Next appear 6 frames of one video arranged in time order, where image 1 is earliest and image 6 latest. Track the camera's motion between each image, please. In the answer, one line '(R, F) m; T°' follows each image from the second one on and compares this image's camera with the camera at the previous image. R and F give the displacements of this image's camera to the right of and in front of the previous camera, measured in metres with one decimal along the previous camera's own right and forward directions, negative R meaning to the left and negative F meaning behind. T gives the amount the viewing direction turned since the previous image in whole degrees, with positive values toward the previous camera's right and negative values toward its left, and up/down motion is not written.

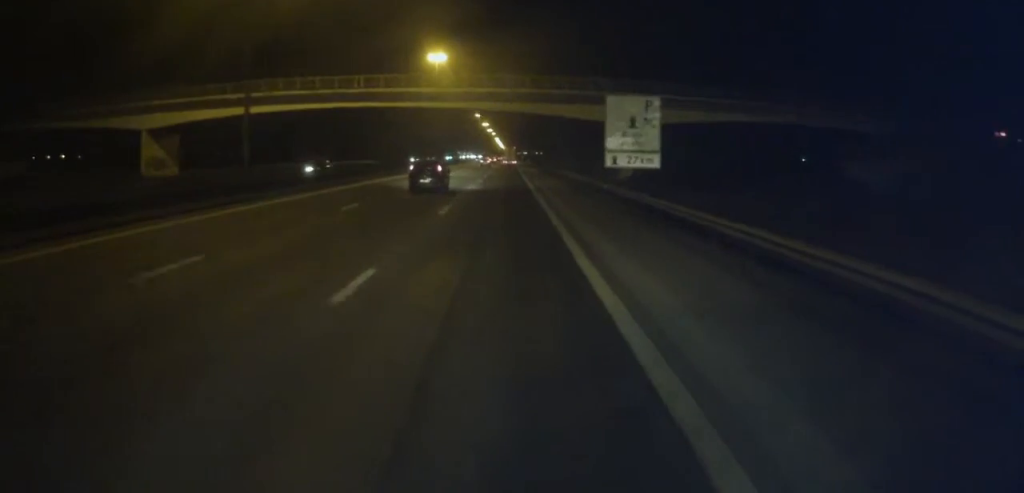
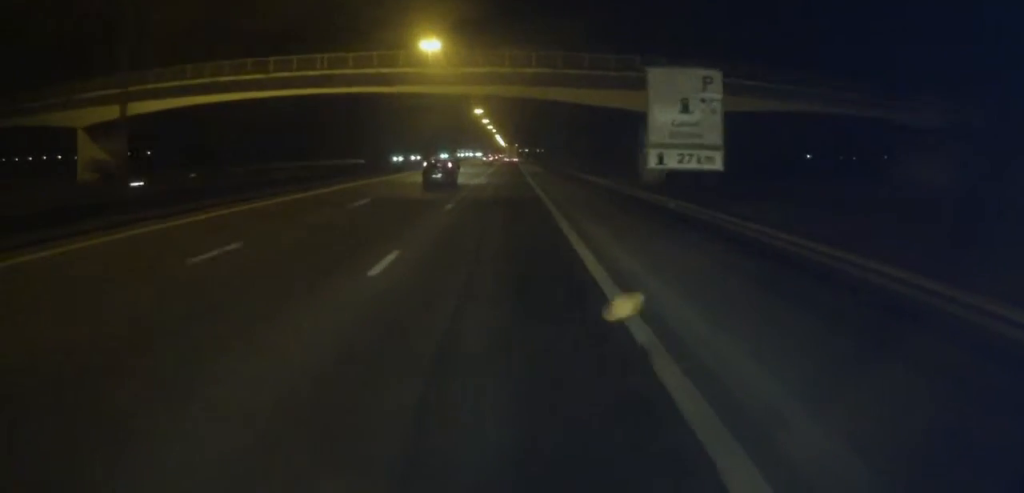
(-0.1, +11.7) m; -1°
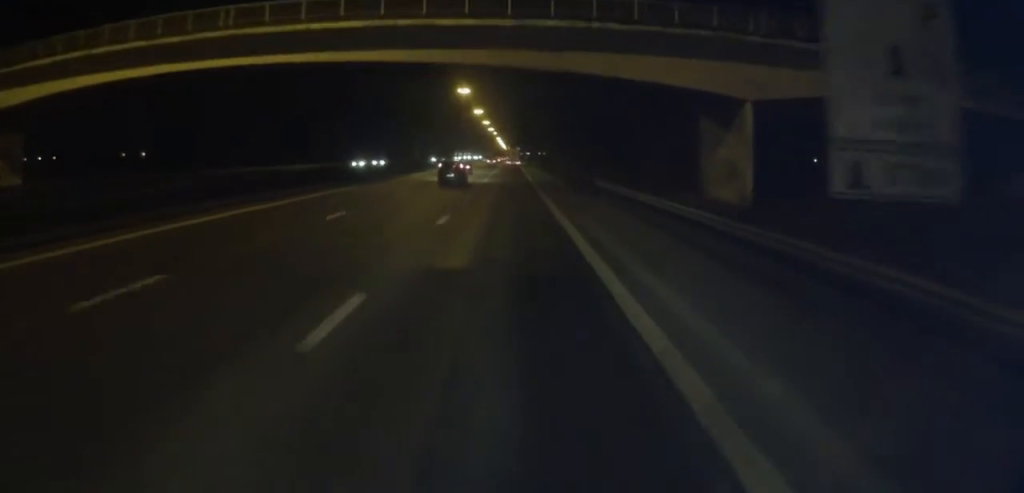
(0.0, +16.5) m; -1°
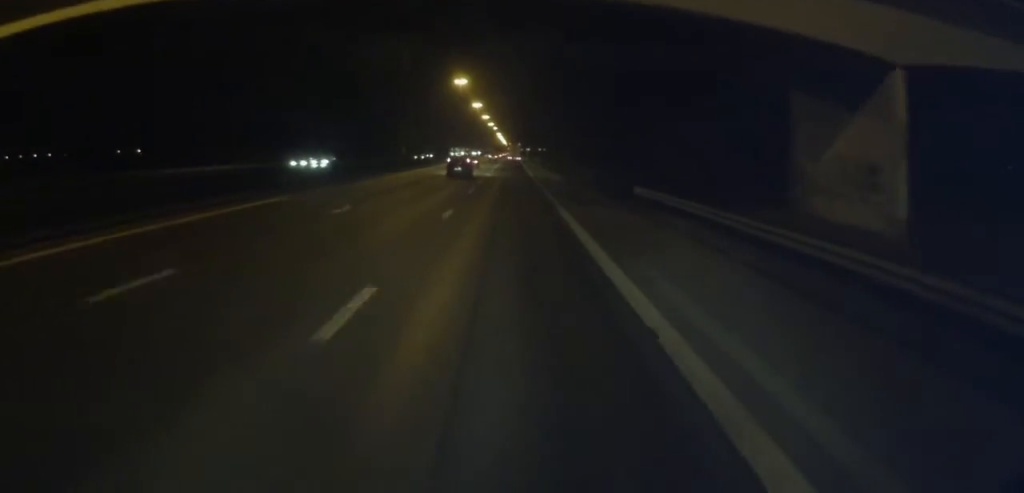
(-0.1, +12.6) m; 0°
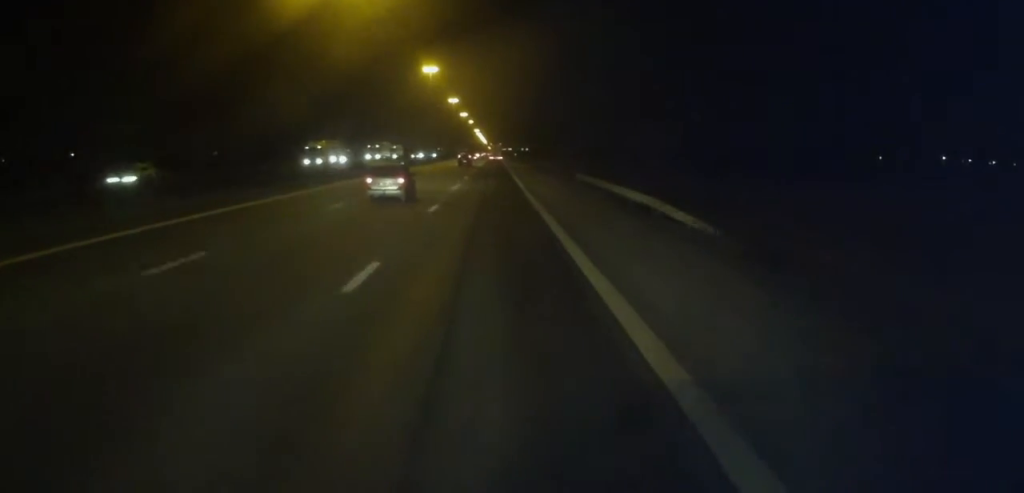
(+1.9, +110.9) m; +3°
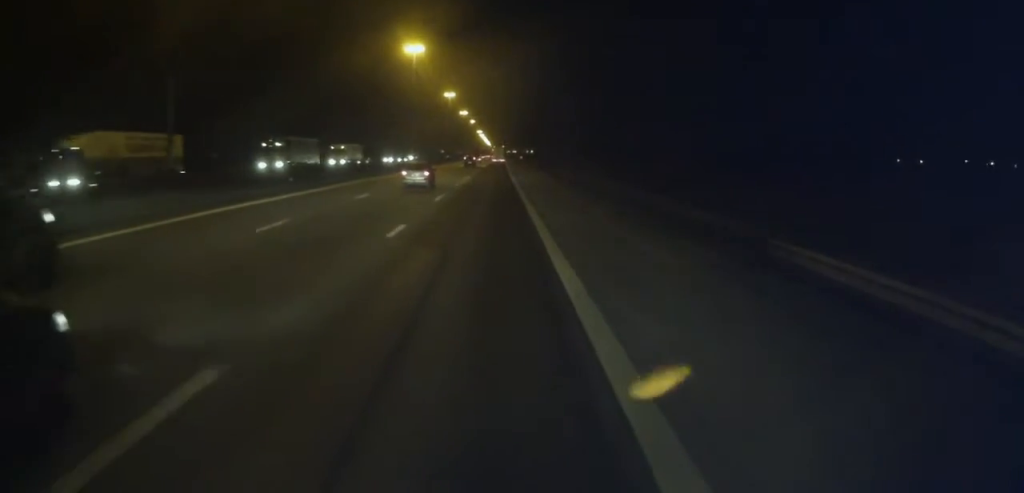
(+0.4, +31.2) m; 0°
